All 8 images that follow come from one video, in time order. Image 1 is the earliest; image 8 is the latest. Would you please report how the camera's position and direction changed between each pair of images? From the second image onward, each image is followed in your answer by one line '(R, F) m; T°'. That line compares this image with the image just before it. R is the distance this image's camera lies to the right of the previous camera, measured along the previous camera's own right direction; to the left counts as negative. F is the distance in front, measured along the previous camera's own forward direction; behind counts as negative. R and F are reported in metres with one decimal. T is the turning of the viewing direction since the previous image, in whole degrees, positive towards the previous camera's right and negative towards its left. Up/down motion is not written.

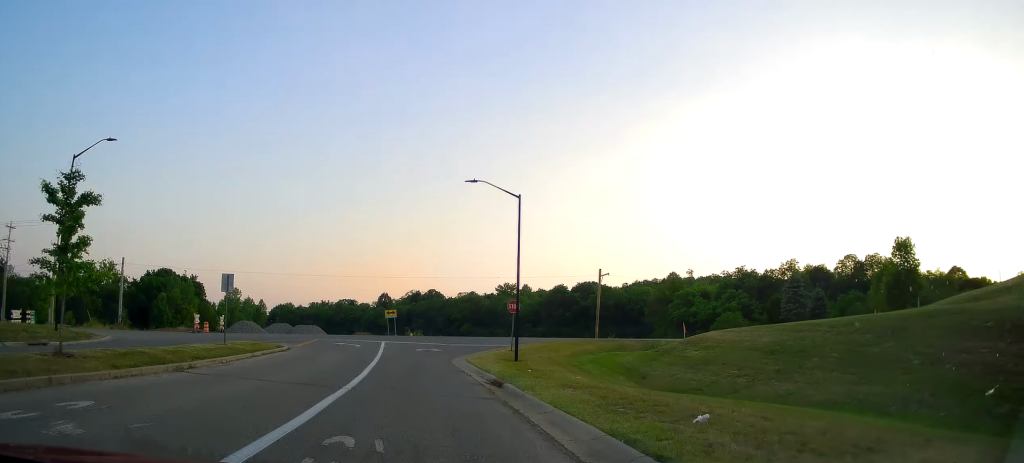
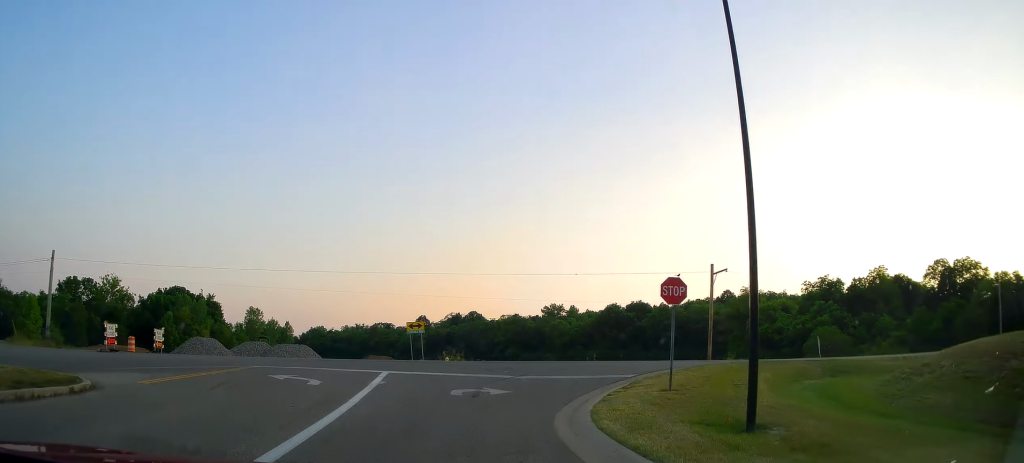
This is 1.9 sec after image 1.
(+0.3, +19.3) m; +5°
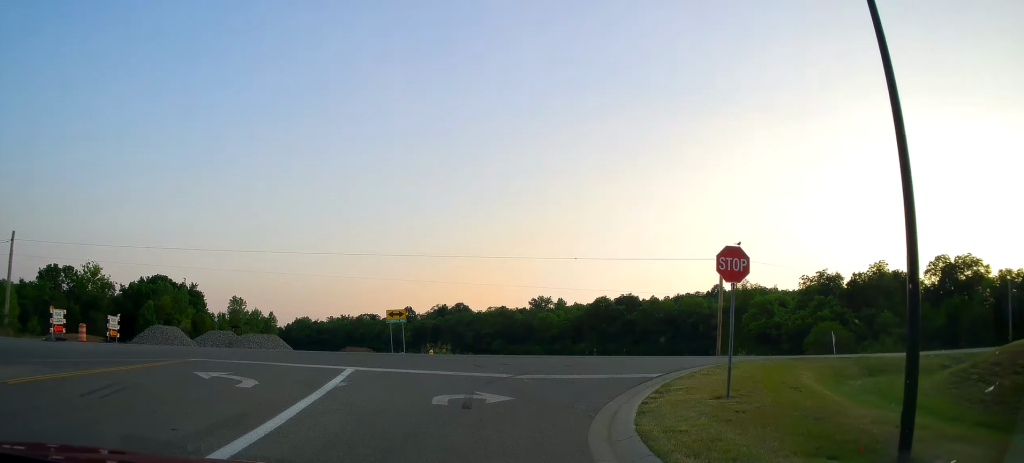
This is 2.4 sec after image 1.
(0.0, +4.2) m; +1°
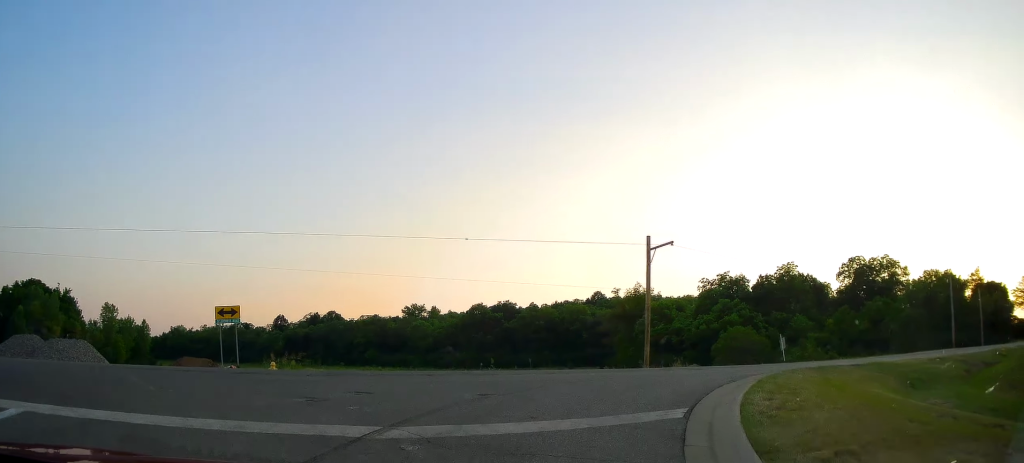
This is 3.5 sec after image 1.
(+0.5, +9.1) m; +12°
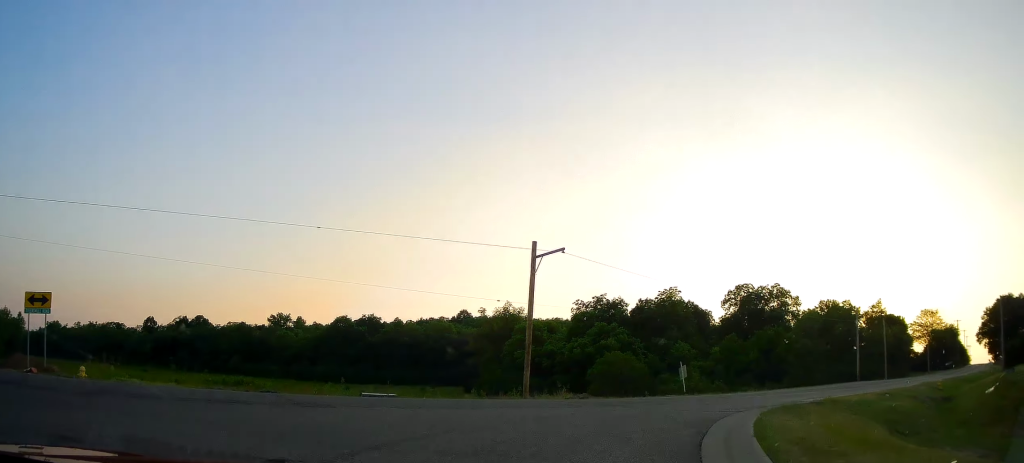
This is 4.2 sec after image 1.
(+0.9, +4.9) m; +4°
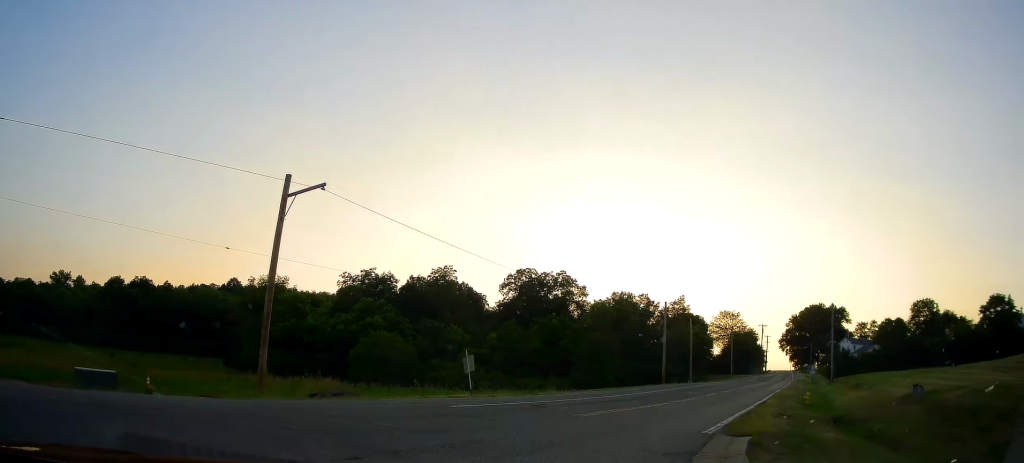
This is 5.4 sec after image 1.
(-0.2, +8.0) m; +15°
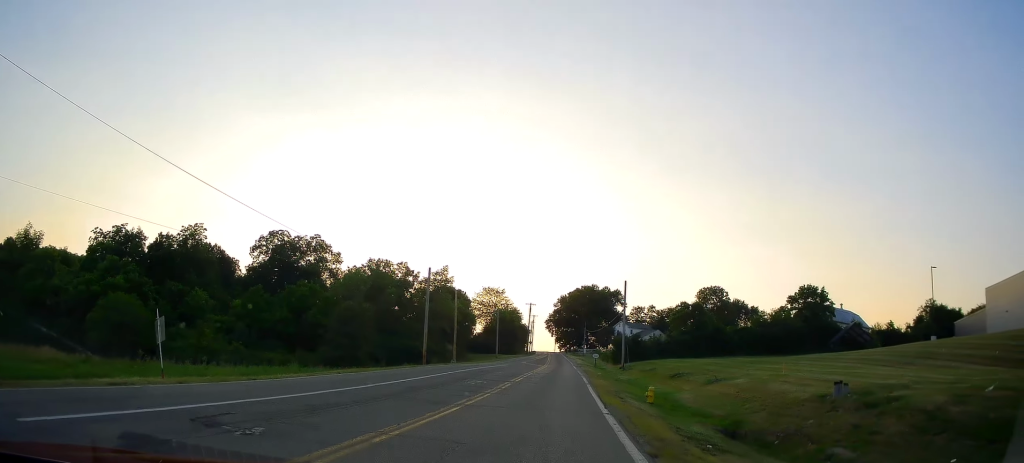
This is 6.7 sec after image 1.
(+3.2, +8.9) m; +26°
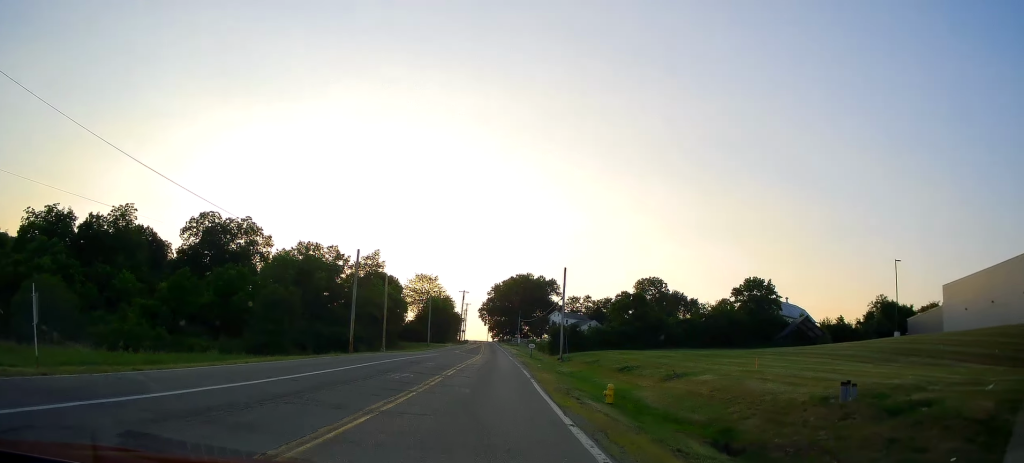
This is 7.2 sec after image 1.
(0.0, +3.6) m; +5°
